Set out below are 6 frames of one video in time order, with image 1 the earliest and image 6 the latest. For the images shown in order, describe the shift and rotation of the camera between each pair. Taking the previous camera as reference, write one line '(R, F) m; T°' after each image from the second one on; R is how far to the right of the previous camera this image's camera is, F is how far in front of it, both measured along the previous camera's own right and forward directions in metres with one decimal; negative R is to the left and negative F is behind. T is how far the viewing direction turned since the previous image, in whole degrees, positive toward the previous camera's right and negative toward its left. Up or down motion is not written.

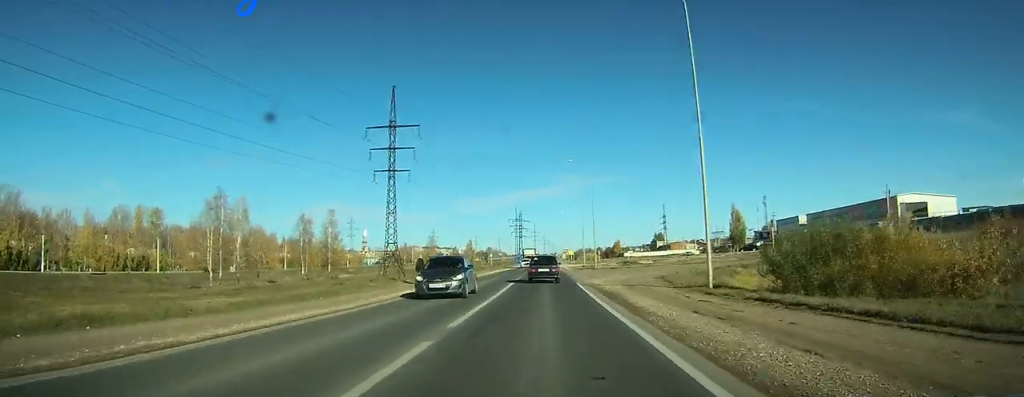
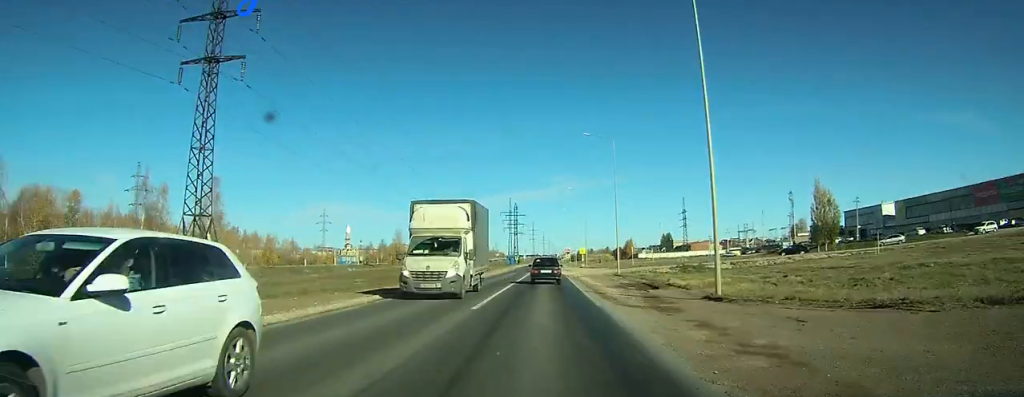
(+0.1, +47.3) m; 0°
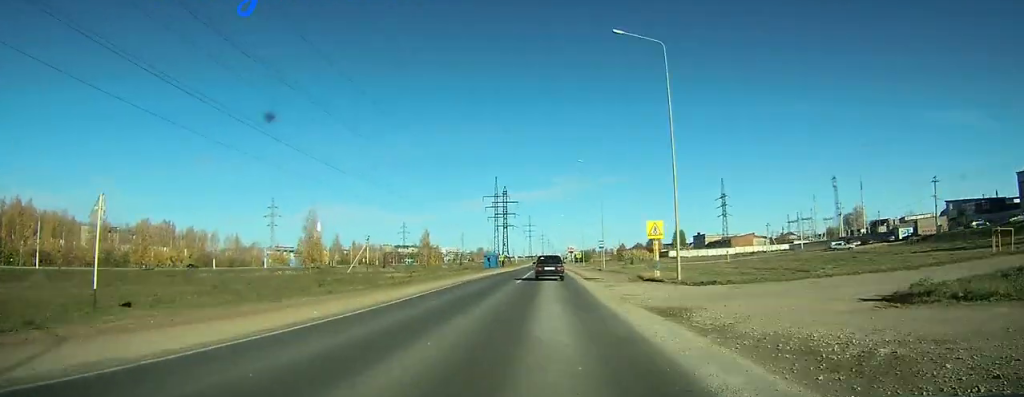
(+0.1, +63.7) m; 0°
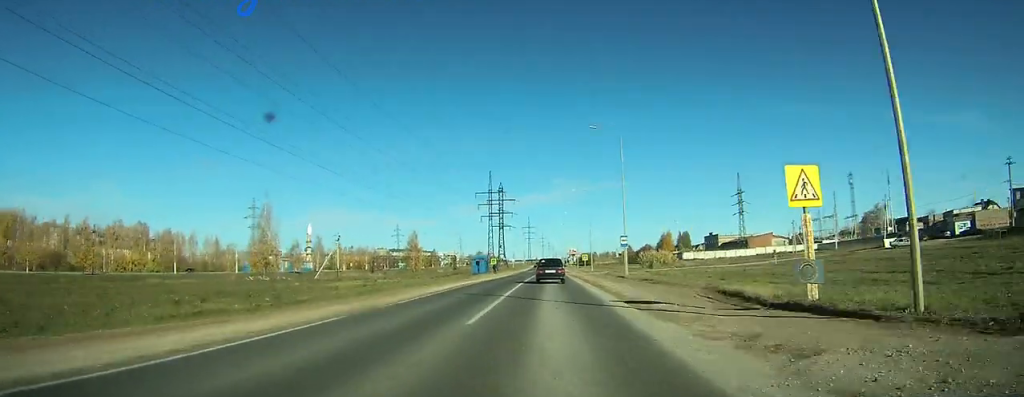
(0.0, +18.5) m; 0°
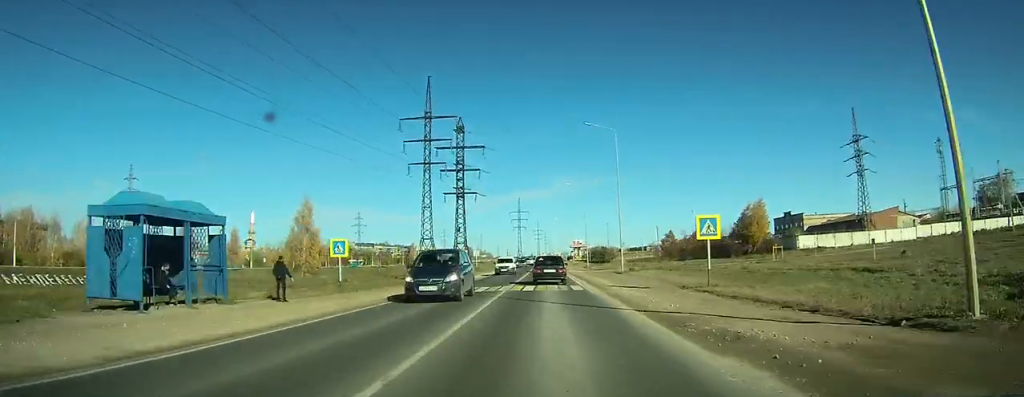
(+0.6, +79.4) m; +1°
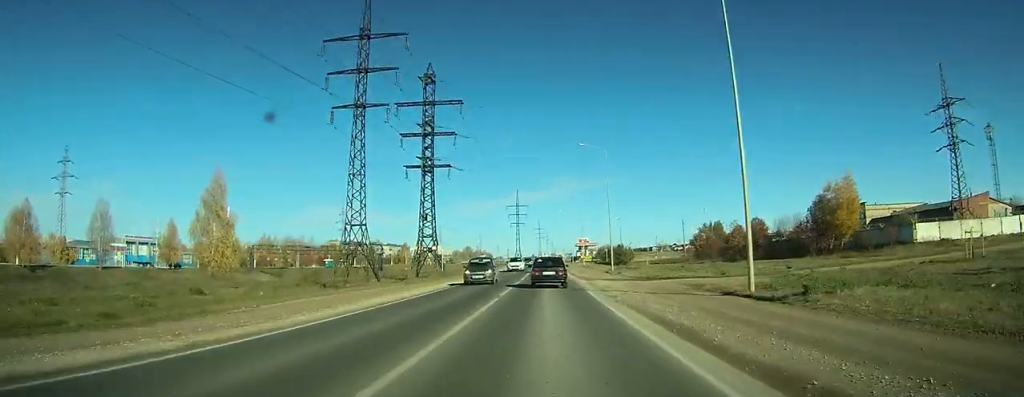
(-0.1, +28.4) m; 0°
